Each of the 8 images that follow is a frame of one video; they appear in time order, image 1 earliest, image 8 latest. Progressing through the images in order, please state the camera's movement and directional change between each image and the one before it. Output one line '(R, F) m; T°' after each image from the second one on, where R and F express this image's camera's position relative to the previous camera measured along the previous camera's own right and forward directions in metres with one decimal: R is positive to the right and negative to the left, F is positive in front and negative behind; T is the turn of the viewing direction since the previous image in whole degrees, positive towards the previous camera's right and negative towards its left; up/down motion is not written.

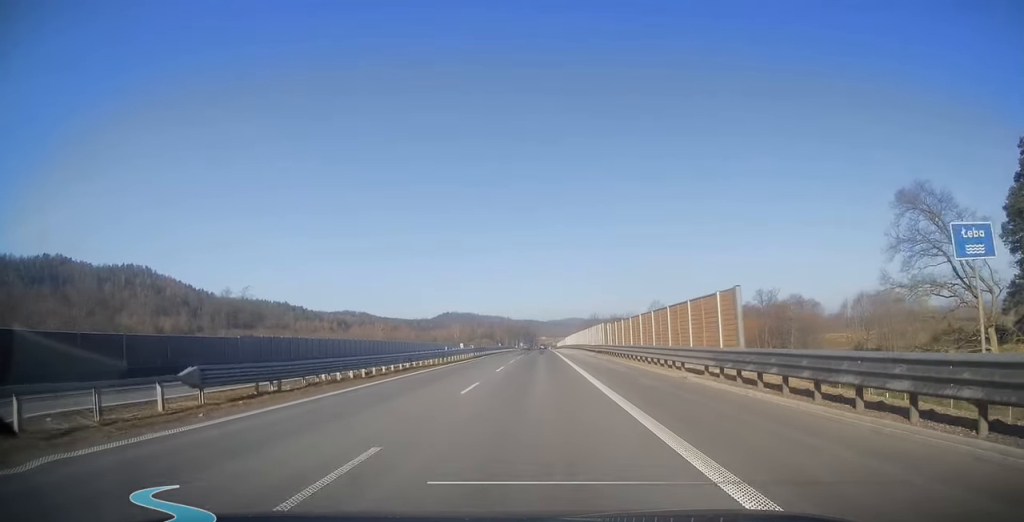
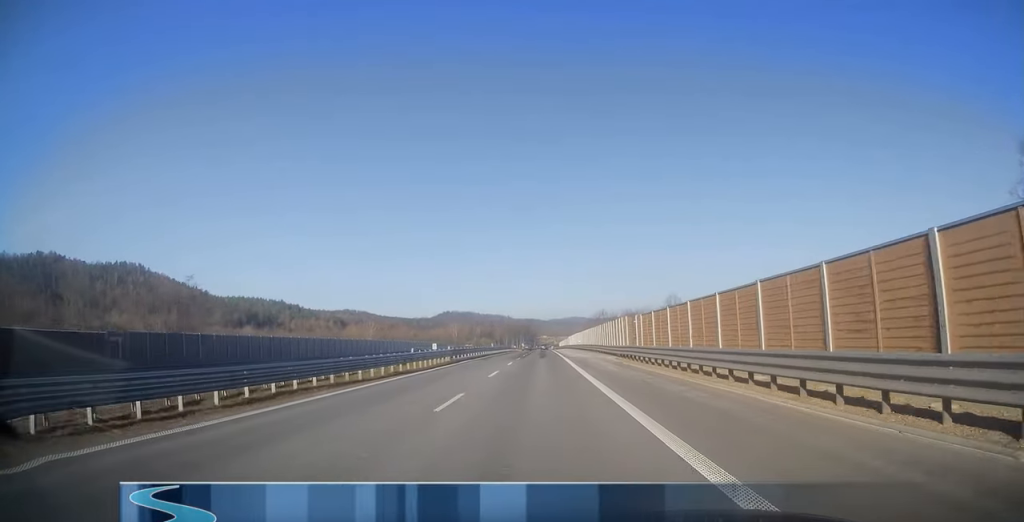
(0.0, +15.8) m; 0°
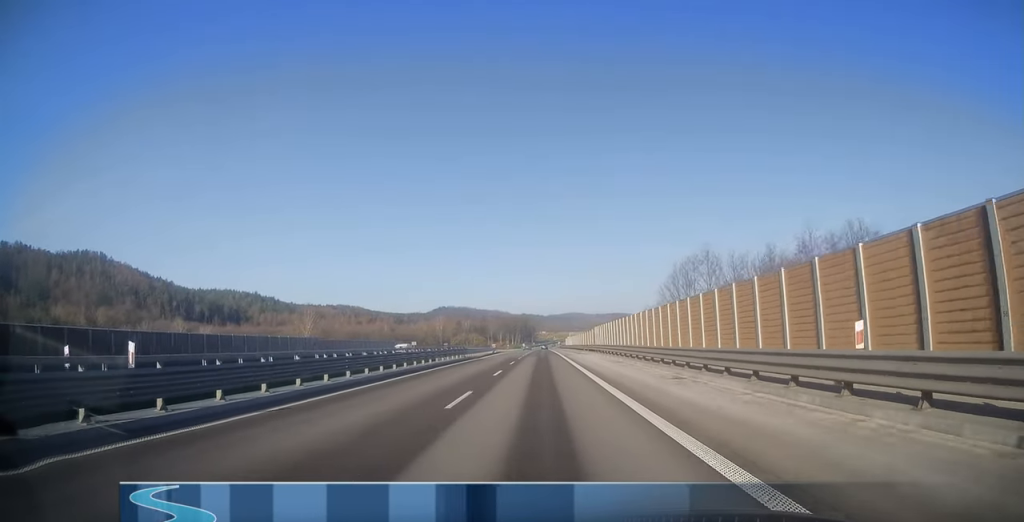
(0.0, +71.0) m; 0°
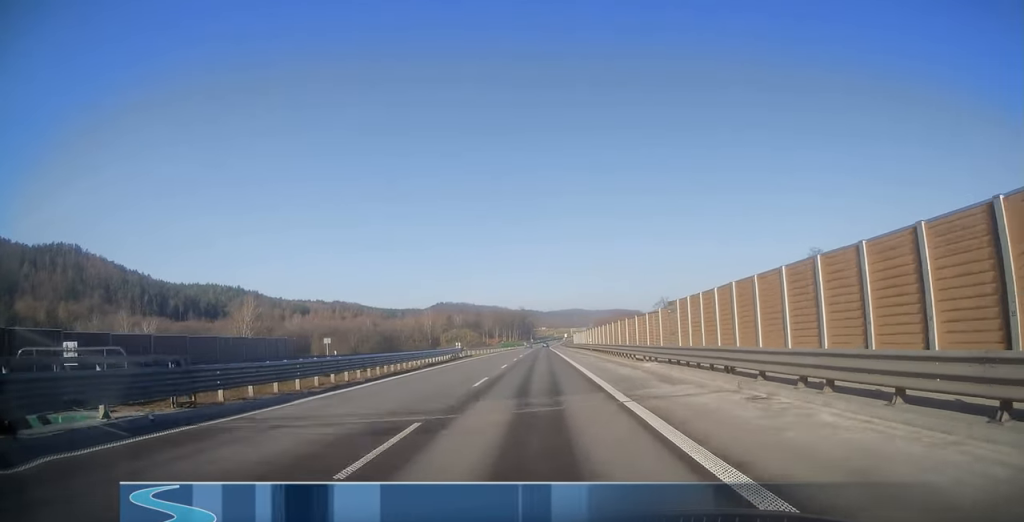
(0.0, +42.1) m; 0°
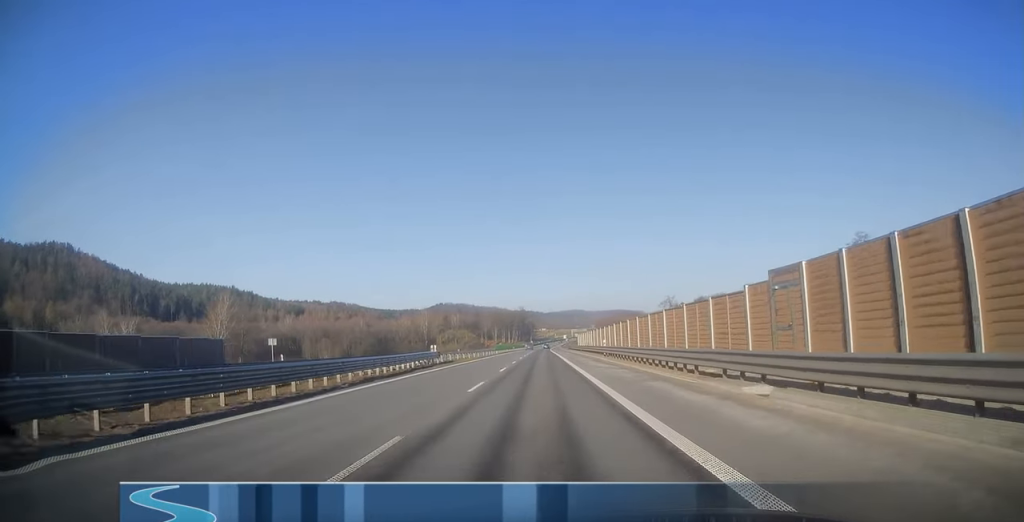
(+0.1, +13.2) m; 0°
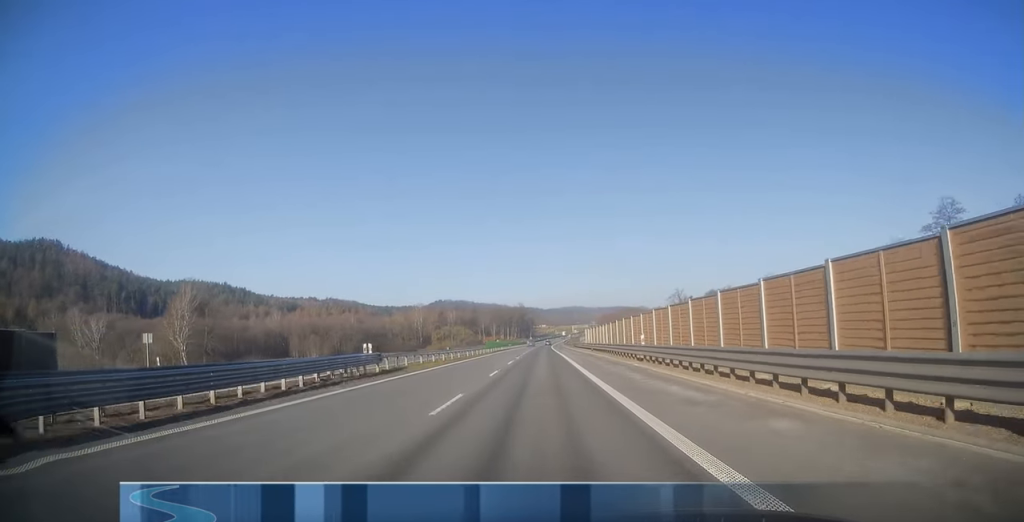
(+0.2, +17.4) m; 0°
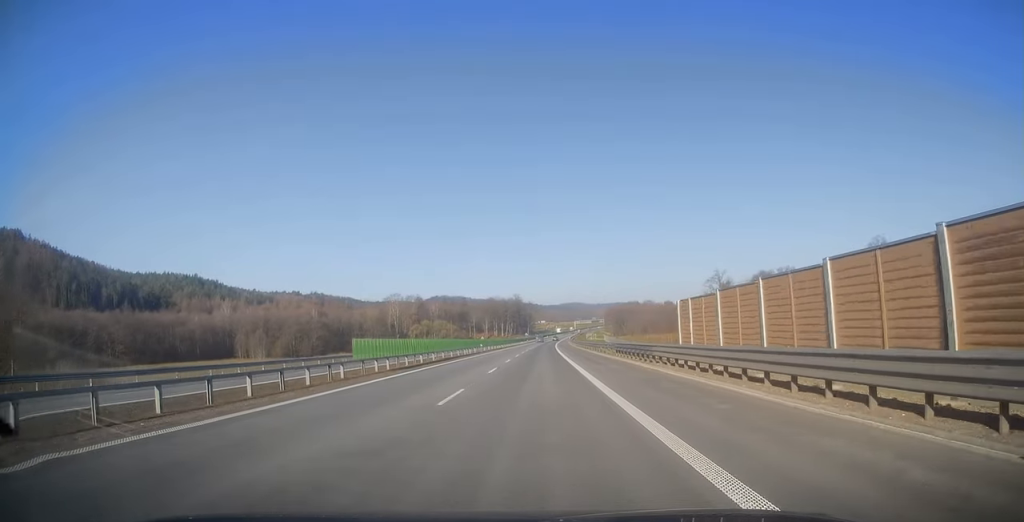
(-0.1, +57.9) m; 0°
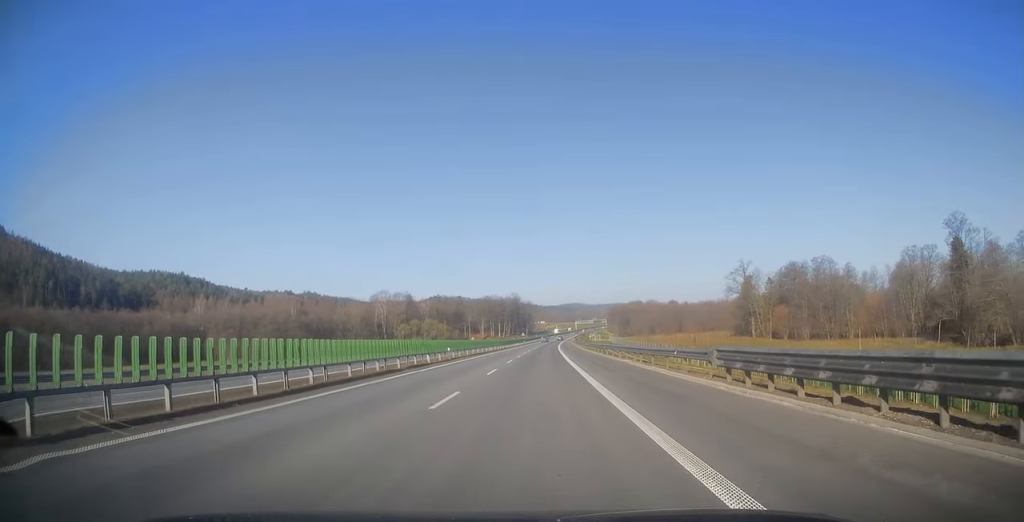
(-0.1, +24.3) m; 0°
